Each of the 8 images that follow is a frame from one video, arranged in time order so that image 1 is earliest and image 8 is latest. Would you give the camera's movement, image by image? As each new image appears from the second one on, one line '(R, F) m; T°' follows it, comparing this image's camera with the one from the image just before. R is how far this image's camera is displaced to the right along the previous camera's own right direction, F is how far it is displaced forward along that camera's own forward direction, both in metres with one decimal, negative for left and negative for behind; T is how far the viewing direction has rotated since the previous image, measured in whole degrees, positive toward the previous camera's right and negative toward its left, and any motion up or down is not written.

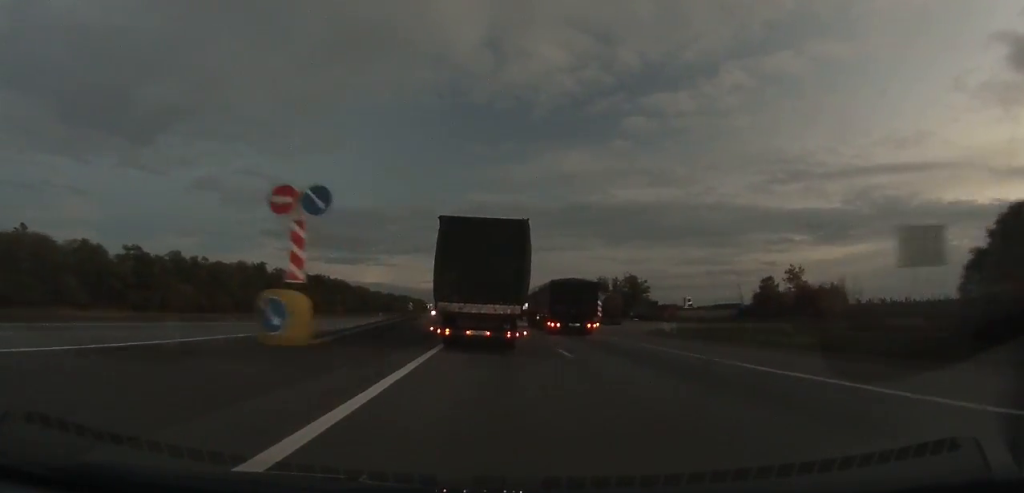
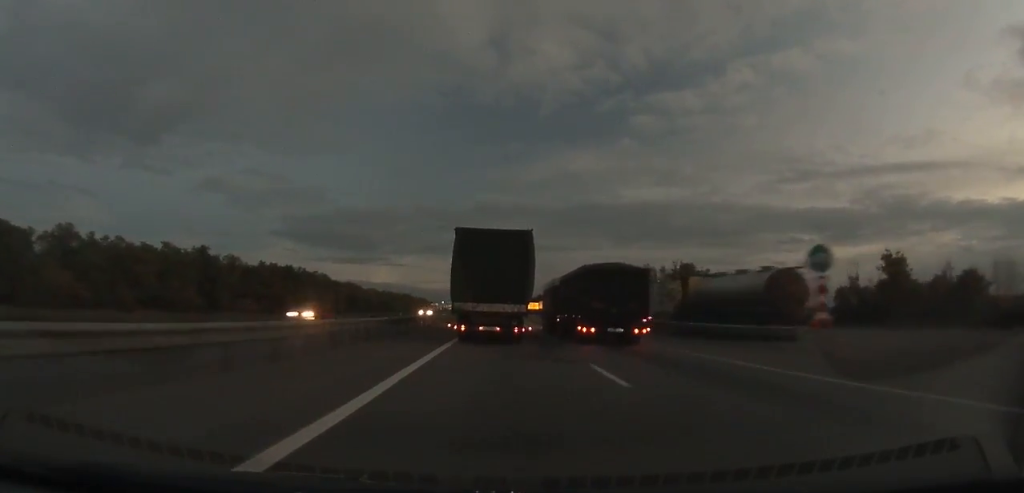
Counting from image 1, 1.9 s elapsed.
(0.0, +40.4) m; +1°
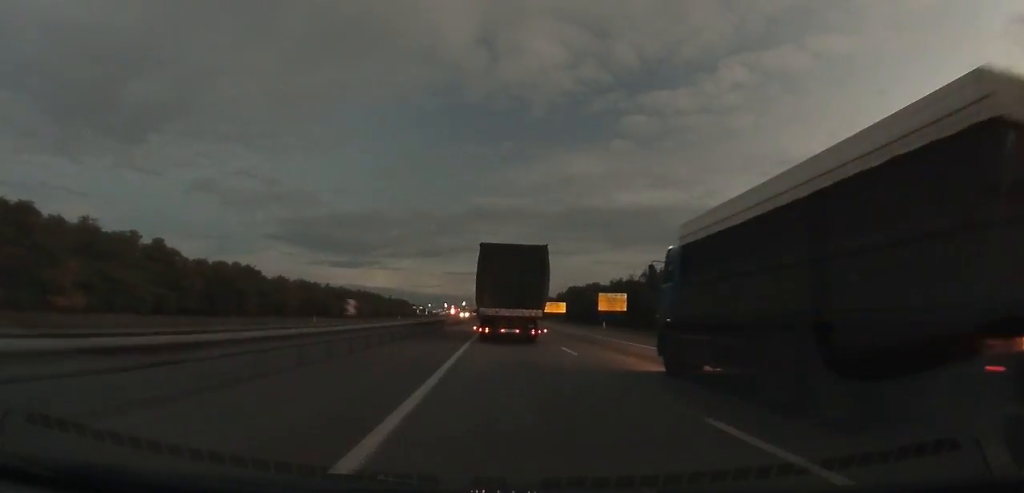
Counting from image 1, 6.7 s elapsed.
(+2.2, +106.4) m; 0°
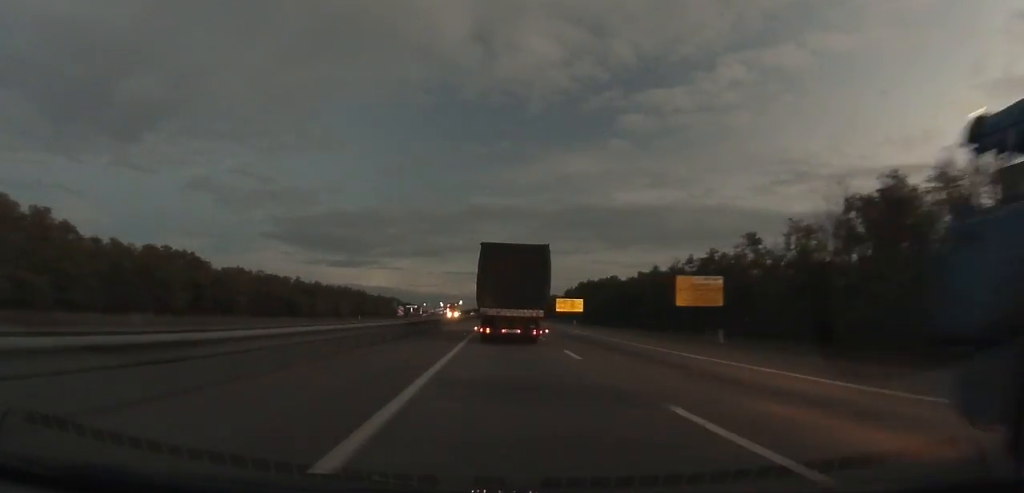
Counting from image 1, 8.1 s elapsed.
(-1.1, +31.9) m; -1°
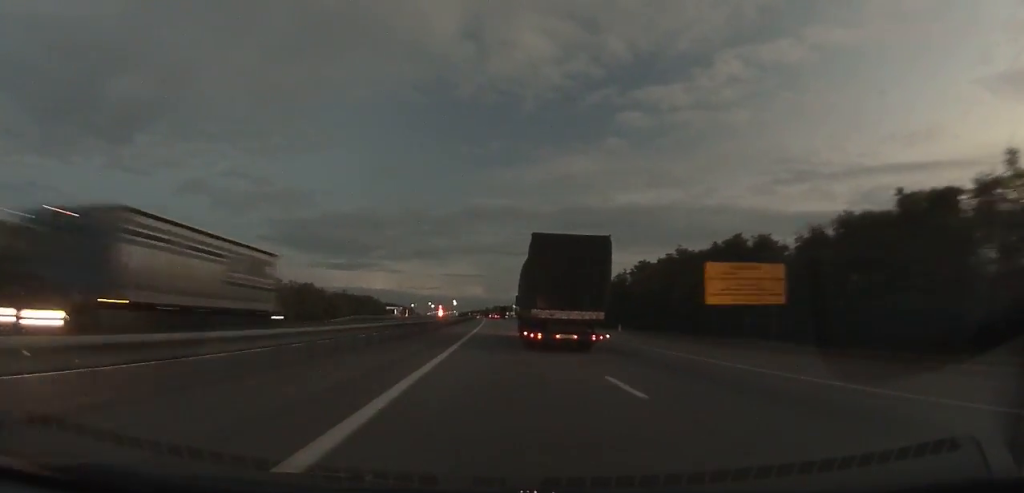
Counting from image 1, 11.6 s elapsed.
(-1.5, +80.4) m; -1°
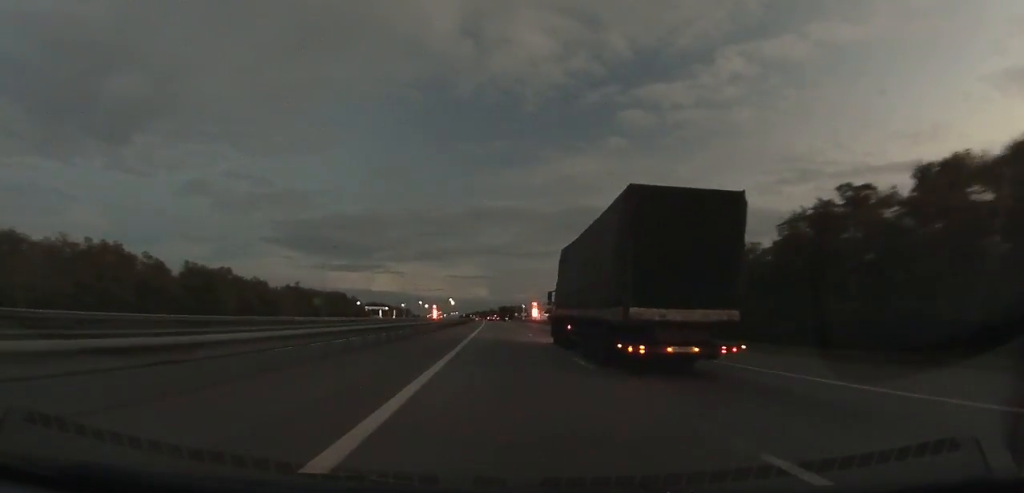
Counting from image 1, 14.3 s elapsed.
(+0.1, +62.8) m; 0°
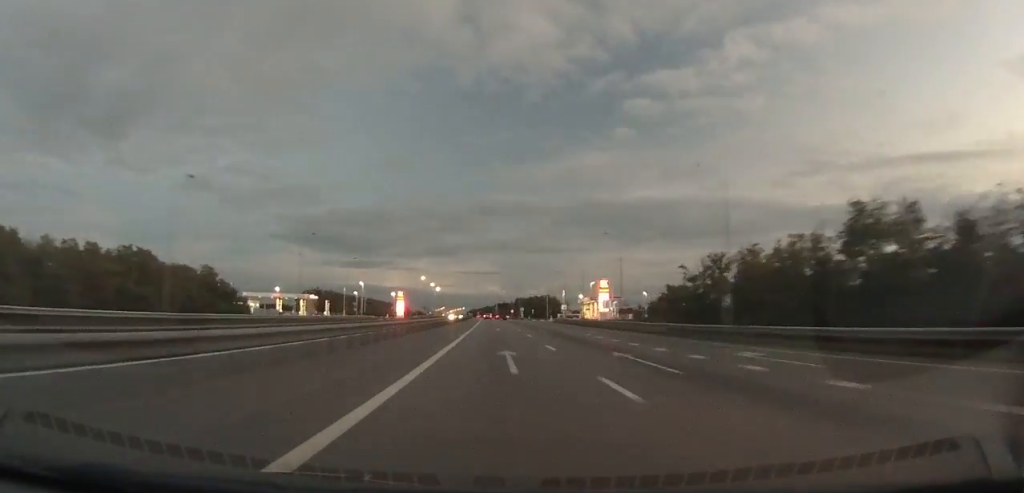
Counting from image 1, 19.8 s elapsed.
(-0.8, +134.4) m; -1°
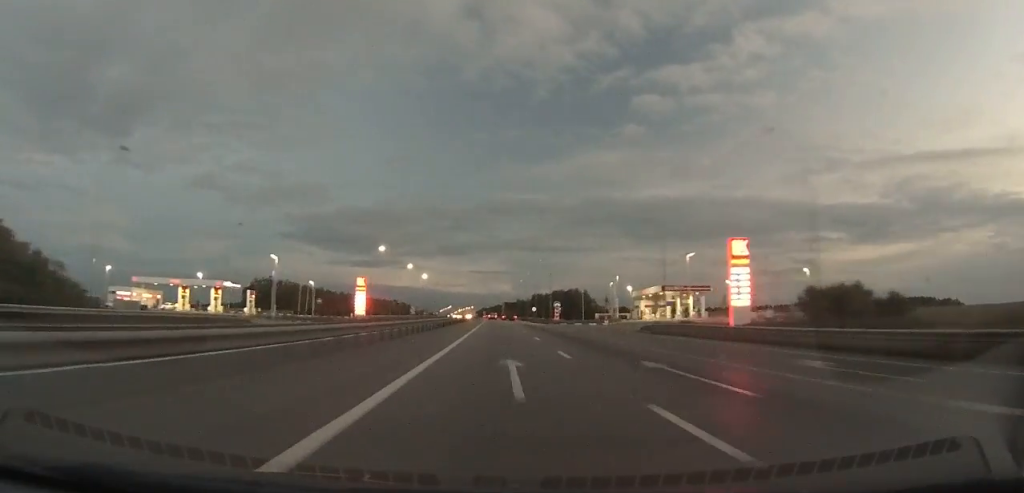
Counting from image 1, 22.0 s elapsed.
(-0.2, +59.1) m; -1°
